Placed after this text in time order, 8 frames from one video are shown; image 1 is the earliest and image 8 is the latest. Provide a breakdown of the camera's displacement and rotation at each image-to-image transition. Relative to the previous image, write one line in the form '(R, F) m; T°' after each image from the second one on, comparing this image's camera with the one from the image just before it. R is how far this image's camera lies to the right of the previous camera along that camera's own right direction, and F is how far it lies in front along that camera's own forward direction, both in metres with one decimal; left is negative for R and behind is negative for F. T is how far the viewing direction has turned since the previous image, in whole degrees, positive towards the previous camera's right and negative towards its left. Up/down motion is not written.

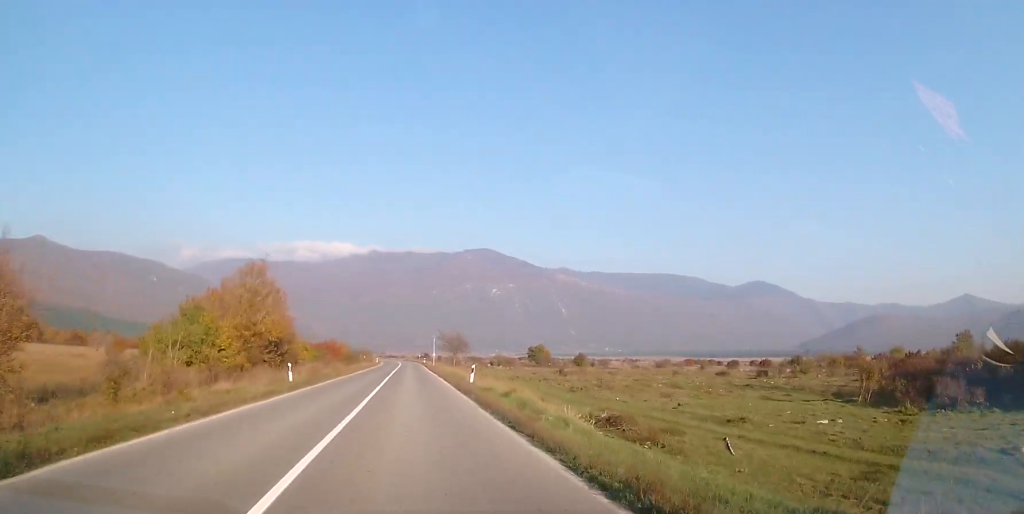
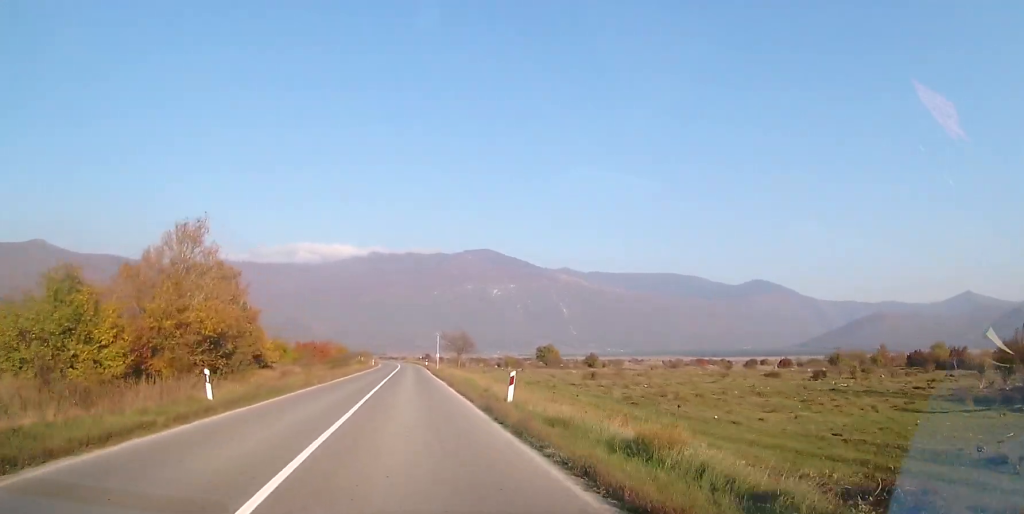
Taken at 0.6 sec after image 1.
(-0.3, +11.1) m; 0°
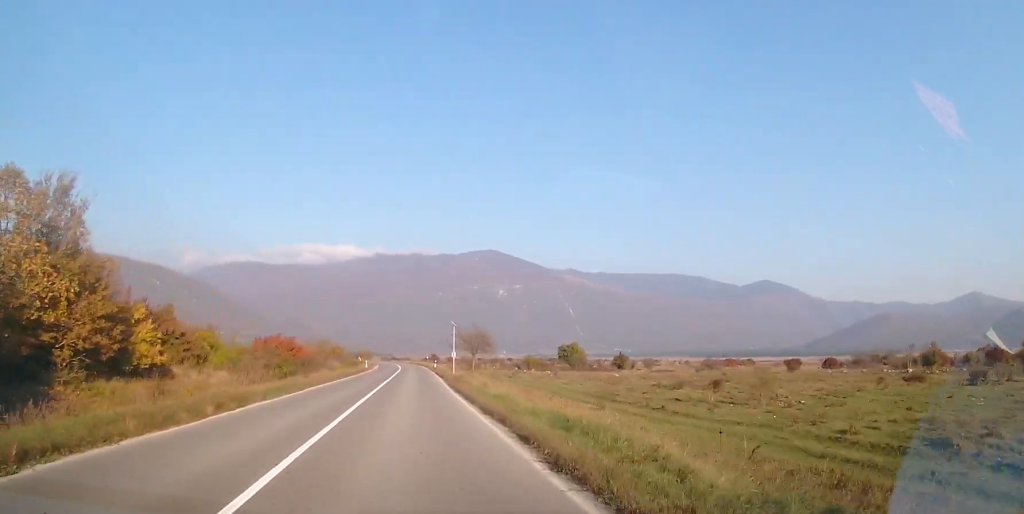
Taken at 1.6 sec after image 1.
(+0.5, +21.1) m; +2°
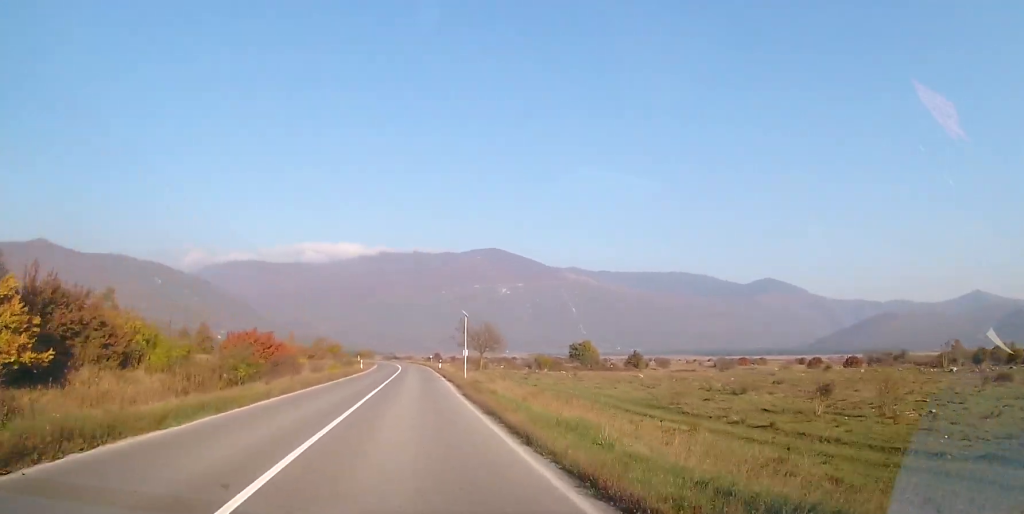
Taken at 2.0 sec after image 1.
(0.0, +8.9) m; 0°
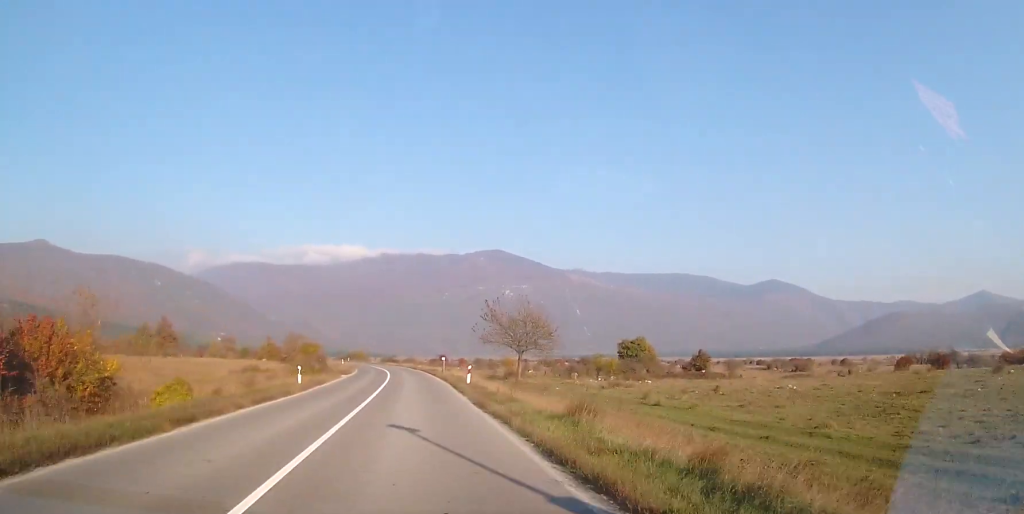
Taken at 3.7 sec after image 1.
(-0.3, +33.5) m; -2°
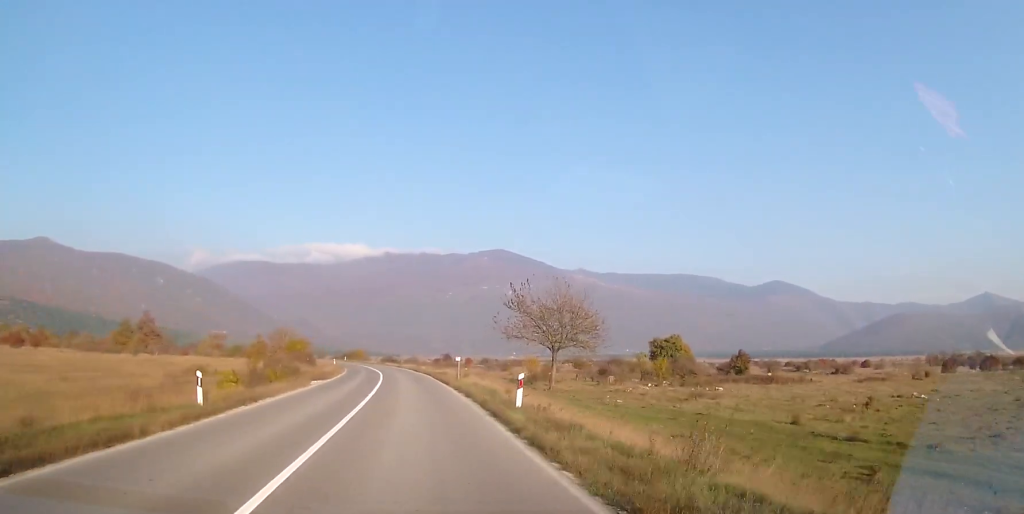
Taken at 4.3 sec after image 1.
(-0.2, +13.8) m; -1°
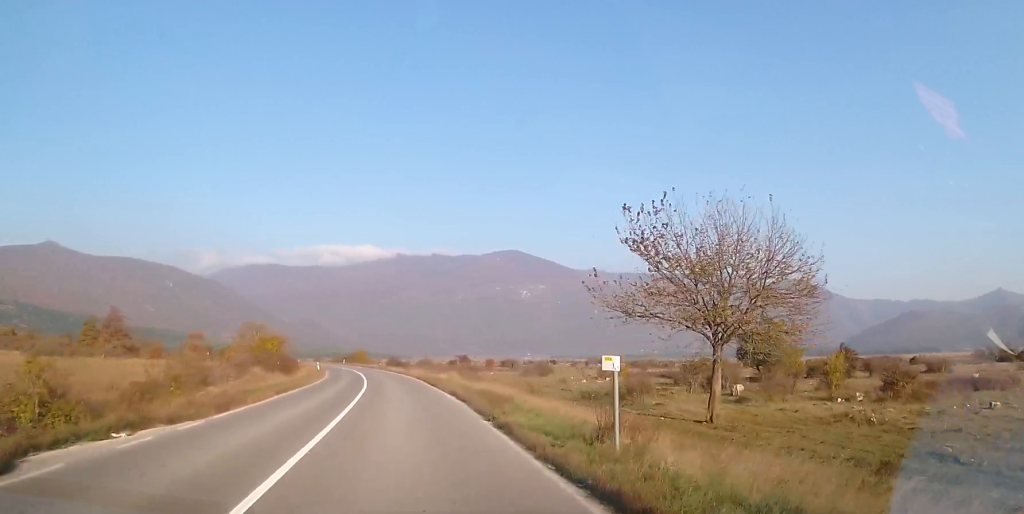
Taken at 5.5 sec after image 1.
(0.0, +24.4) m; -1°
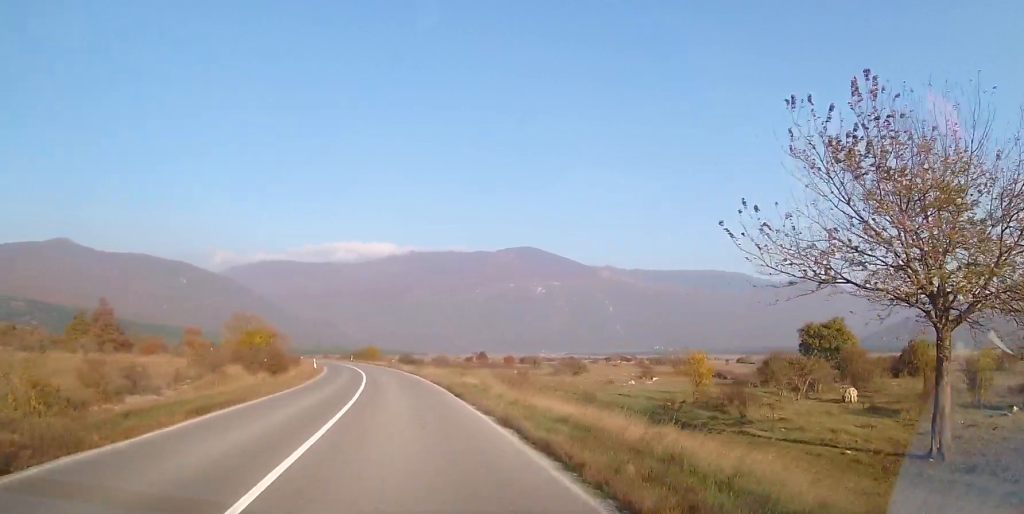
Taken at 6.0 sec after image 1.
(-0.2, +10.4) m; -1°
